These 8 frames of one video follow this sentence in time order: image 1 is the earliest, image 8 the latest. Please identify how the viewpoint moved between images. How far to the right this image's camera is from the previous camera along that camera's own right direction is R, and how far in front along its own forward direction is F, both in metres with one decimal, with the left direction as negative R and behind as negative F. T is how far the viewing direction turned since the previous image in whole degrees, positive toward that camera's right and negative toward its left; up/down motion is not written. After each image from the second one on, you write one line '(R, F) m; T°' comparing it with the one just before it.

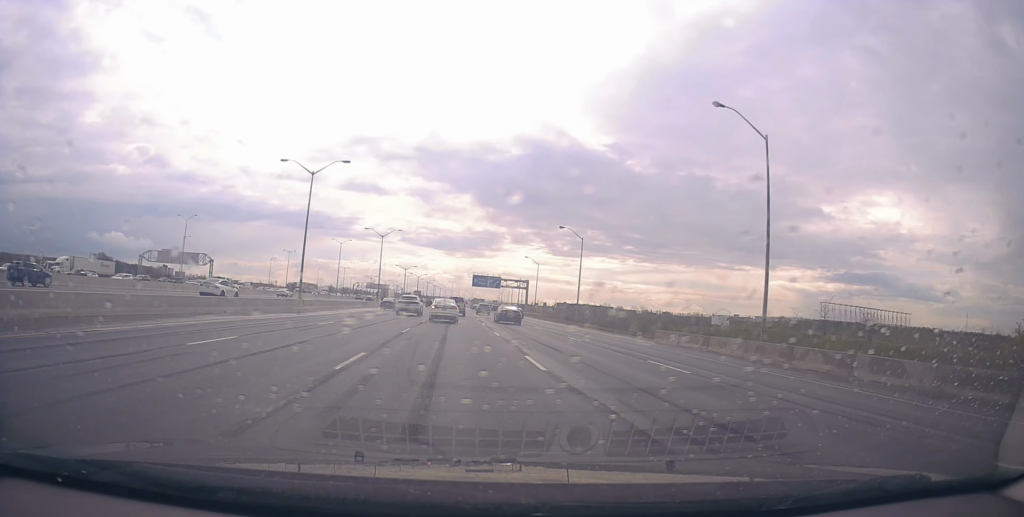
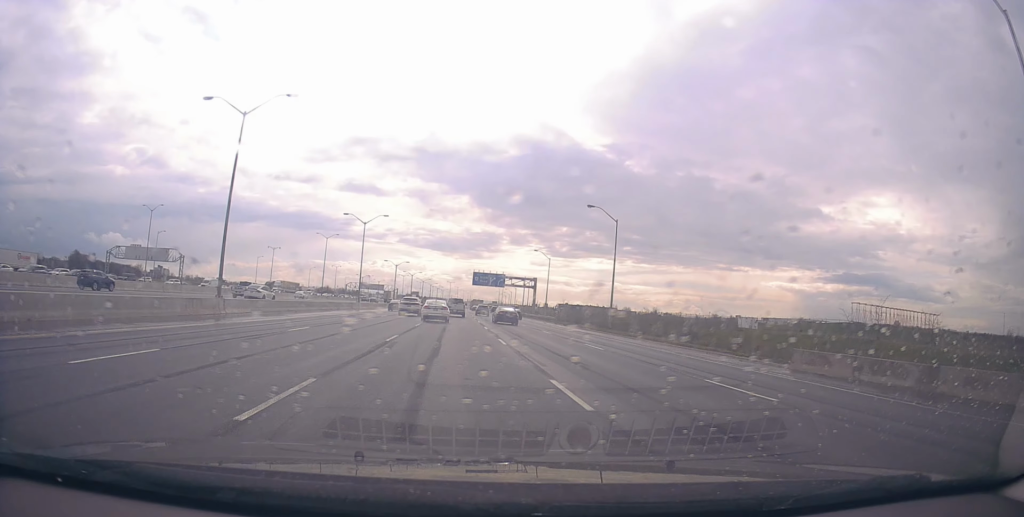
(0.0, +16.5) m; +2°
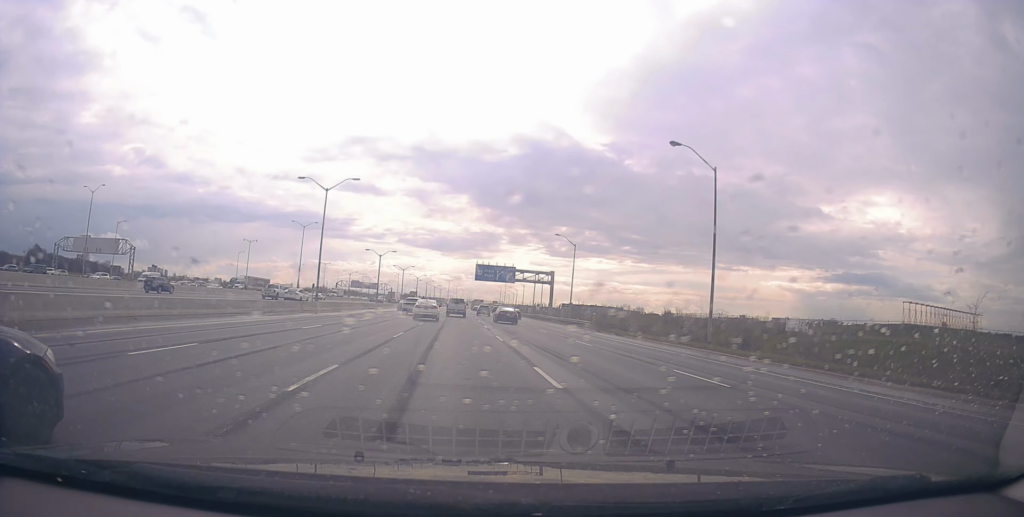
(+0.5, +22.0) m; -1°
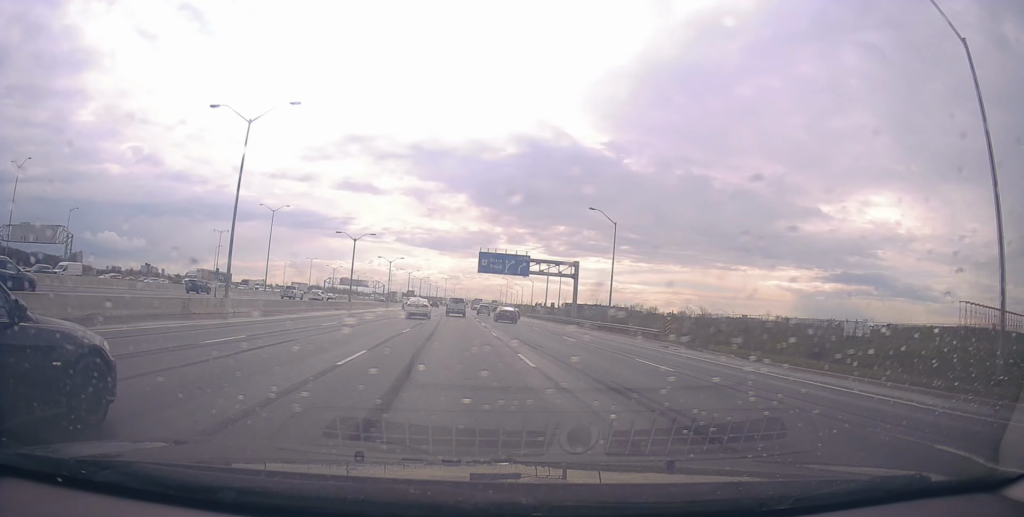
(-0.8, +20.9) m; -2°
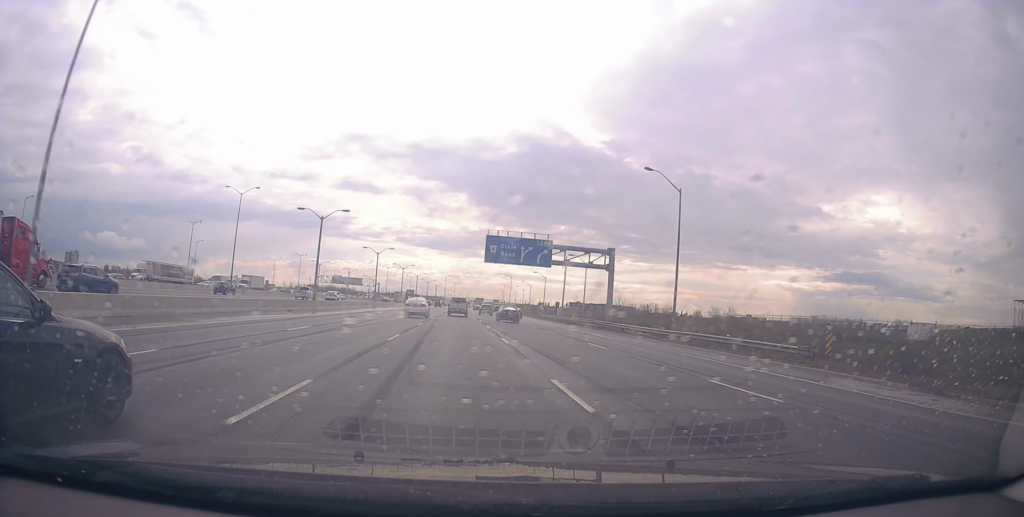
(+0.1, +17.2) m; +1°
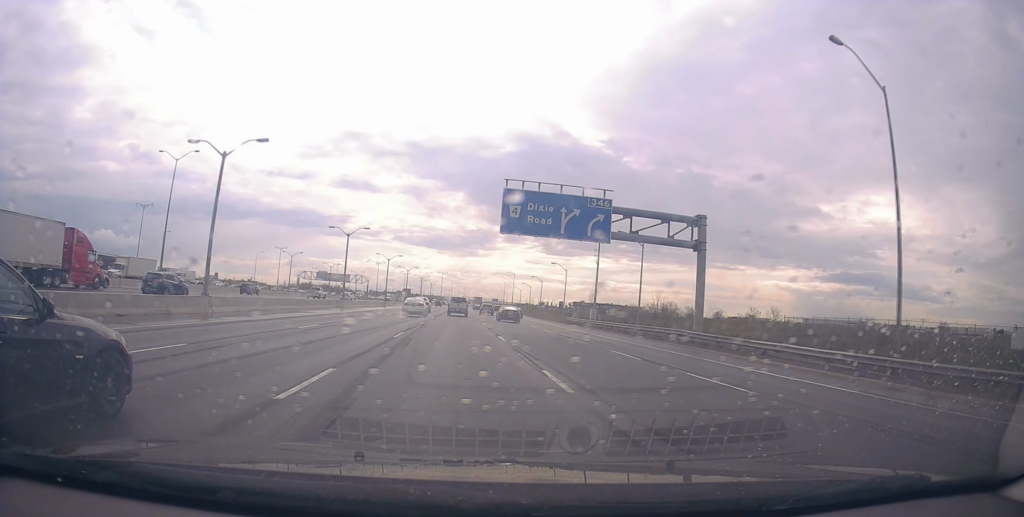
(+0.3, +22.3) m; +2°
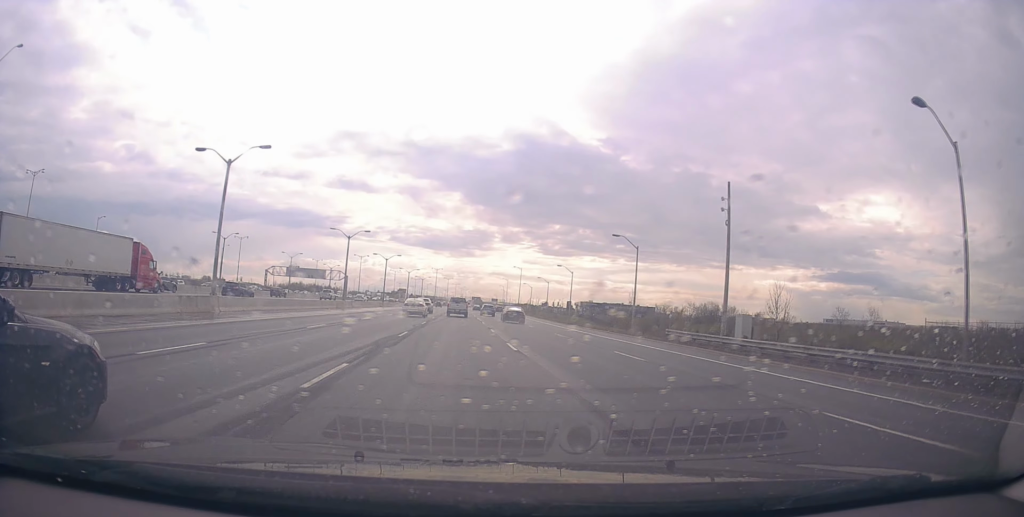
(-0.1, +35.2) m; -1°
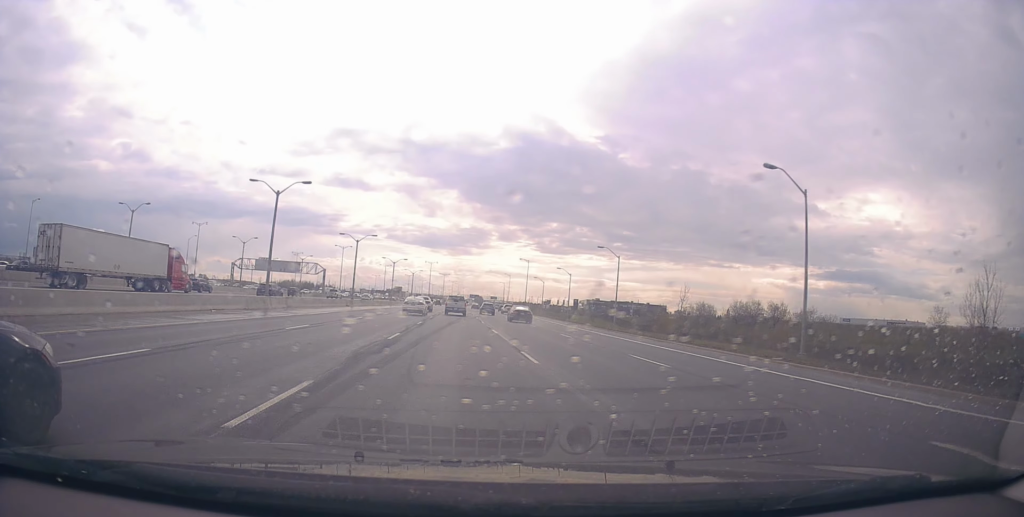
(+0.4, +26.7) m; 0°
